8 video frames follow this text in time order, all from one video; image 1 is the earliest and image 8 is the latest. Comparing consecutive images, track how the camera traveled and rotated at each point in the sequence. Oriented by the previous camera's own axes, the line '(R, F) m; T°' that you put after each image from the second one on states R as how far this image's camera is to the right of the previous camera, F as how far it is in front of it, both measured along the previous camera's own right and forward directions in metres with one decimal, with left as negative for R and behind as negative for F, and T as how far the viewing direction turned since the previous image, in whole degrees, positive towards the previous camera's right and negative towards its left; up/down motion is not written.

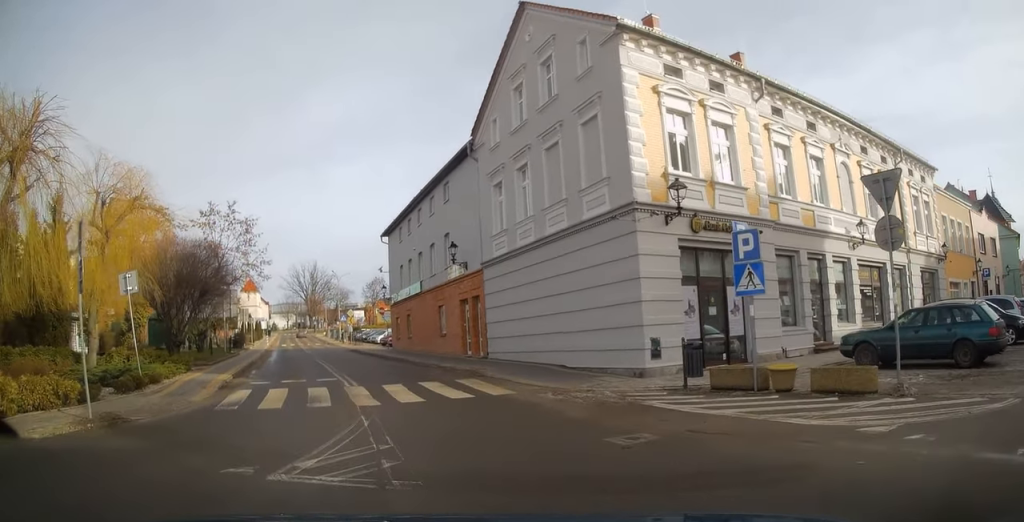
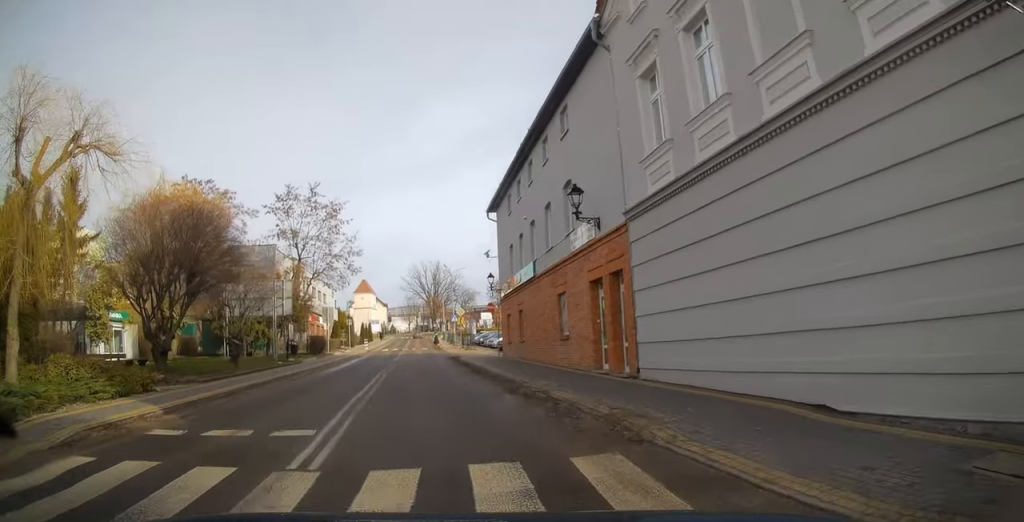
(-0.3, +10.1) m; -7°
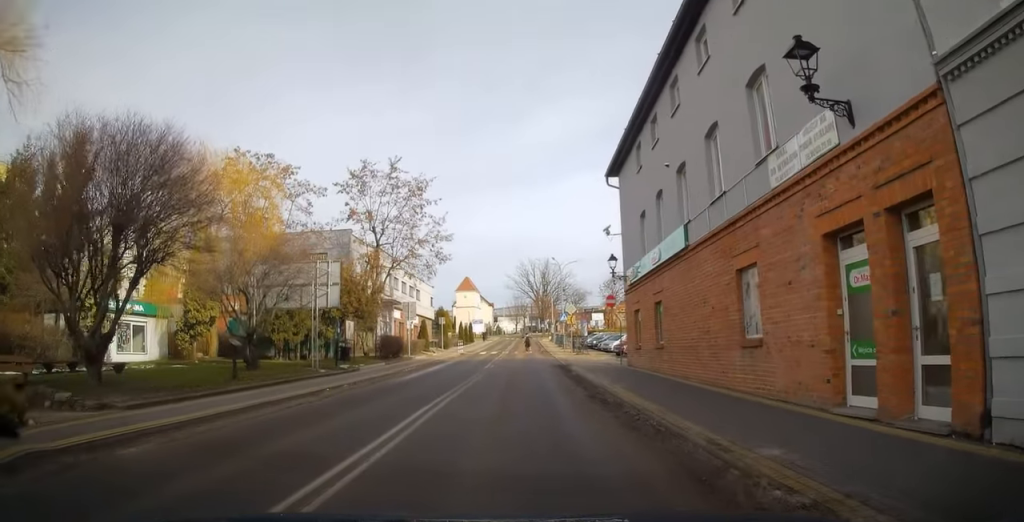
(-0.7, +8.0) m; -10°
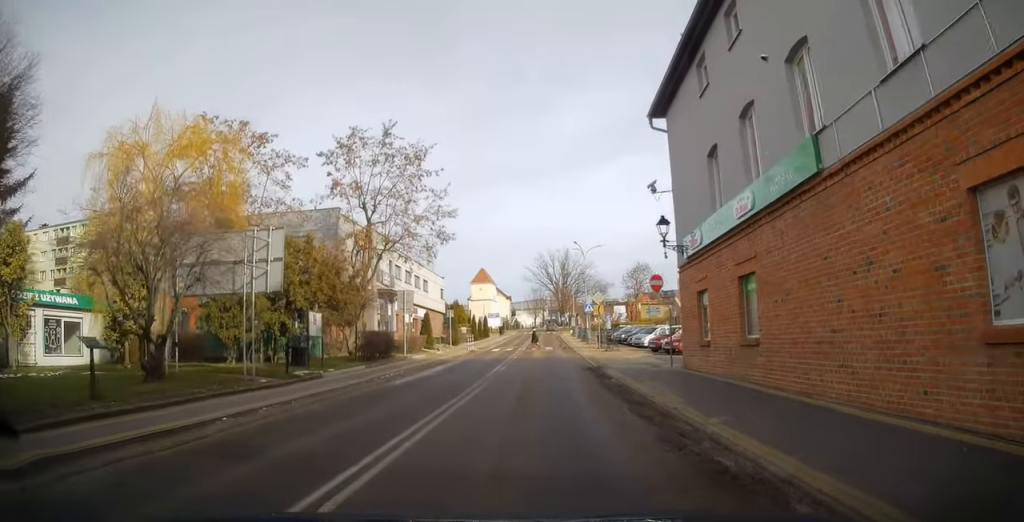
(-0.4, +6.8) m; -2°
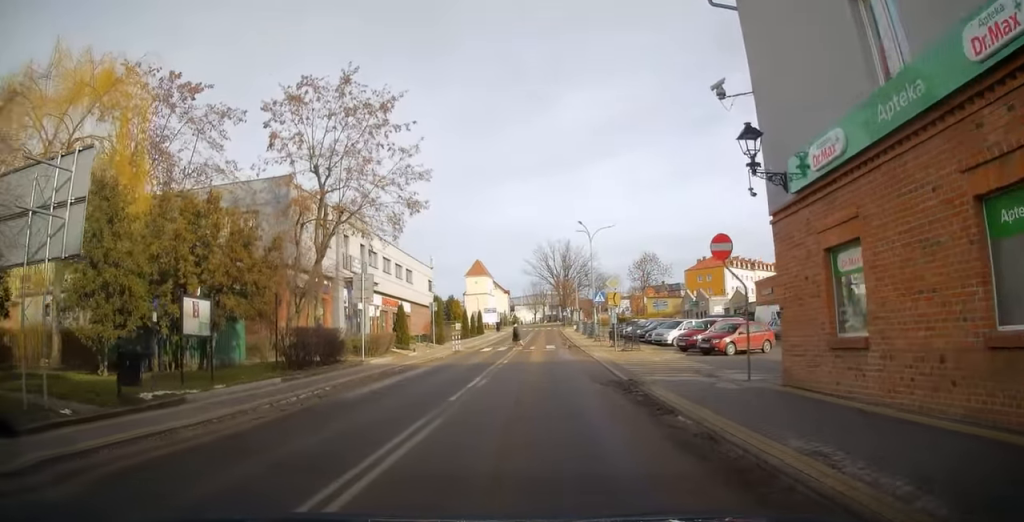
(0.0, +8.1) m; -1°
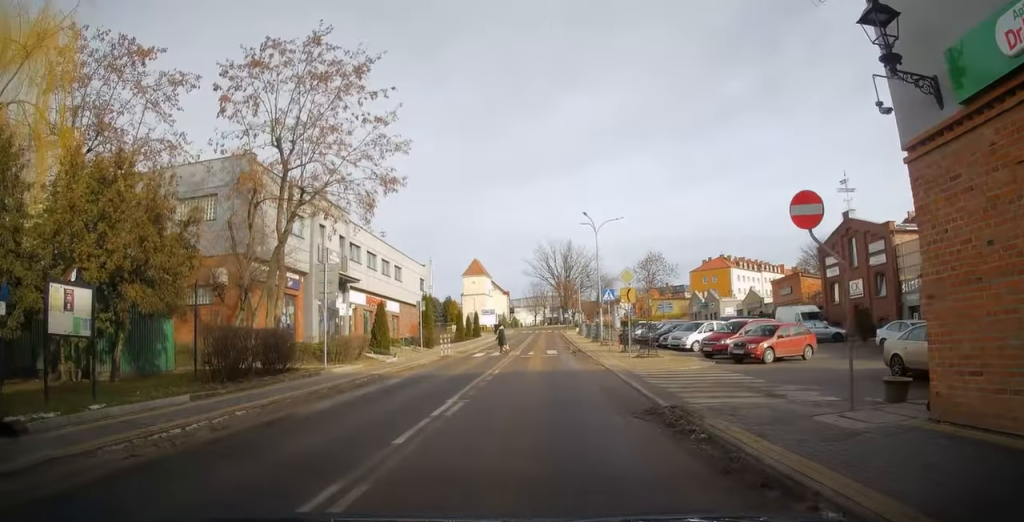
(+0.1, +4.8) m; 0°
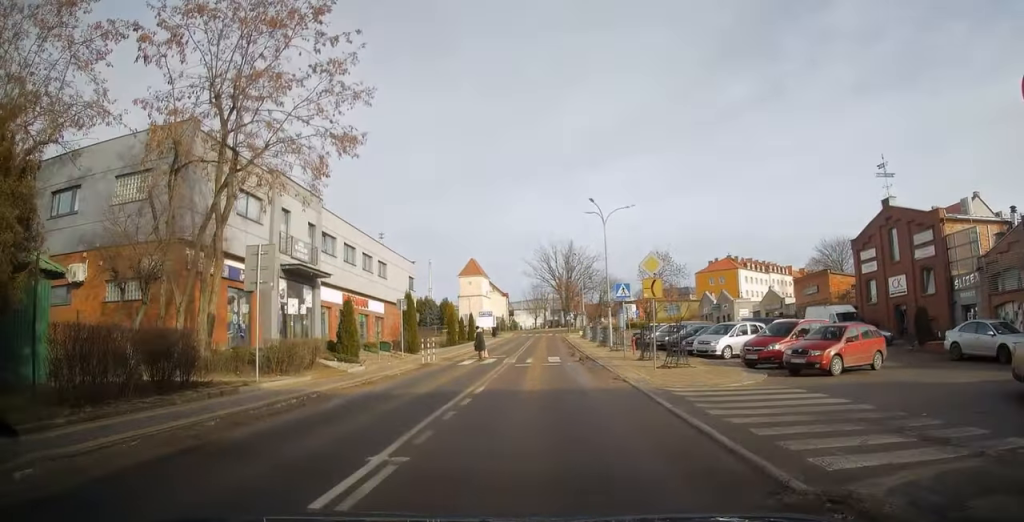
(-0.2, +5.5) m; -2°
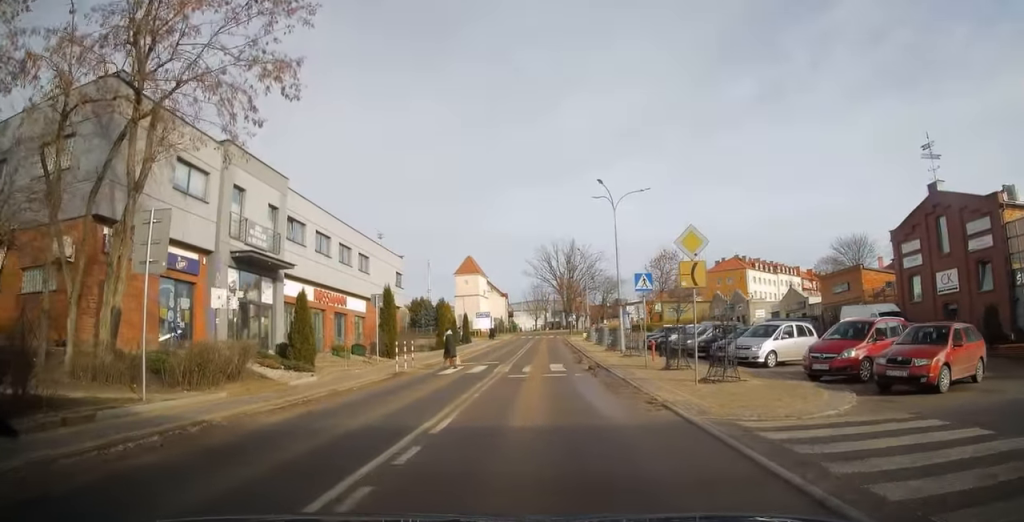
(-0.1, +5.2) m; 0°
